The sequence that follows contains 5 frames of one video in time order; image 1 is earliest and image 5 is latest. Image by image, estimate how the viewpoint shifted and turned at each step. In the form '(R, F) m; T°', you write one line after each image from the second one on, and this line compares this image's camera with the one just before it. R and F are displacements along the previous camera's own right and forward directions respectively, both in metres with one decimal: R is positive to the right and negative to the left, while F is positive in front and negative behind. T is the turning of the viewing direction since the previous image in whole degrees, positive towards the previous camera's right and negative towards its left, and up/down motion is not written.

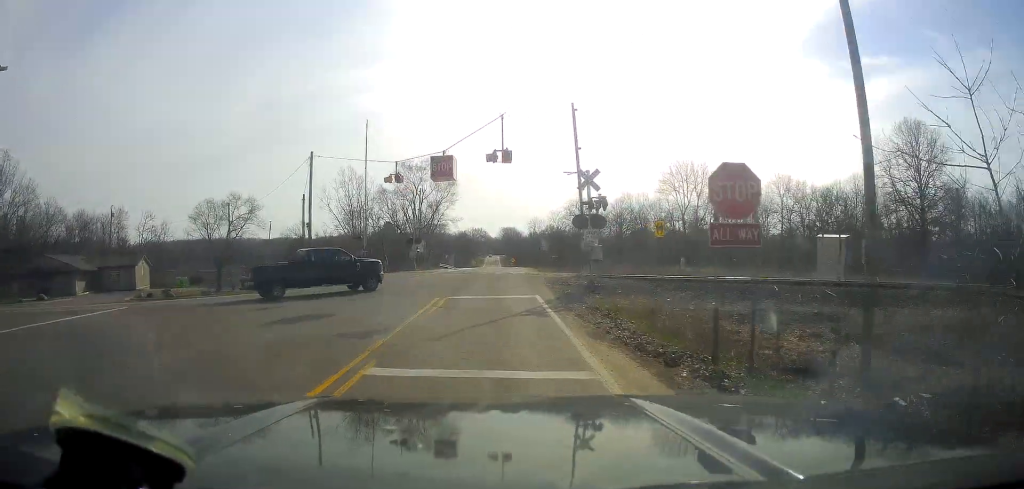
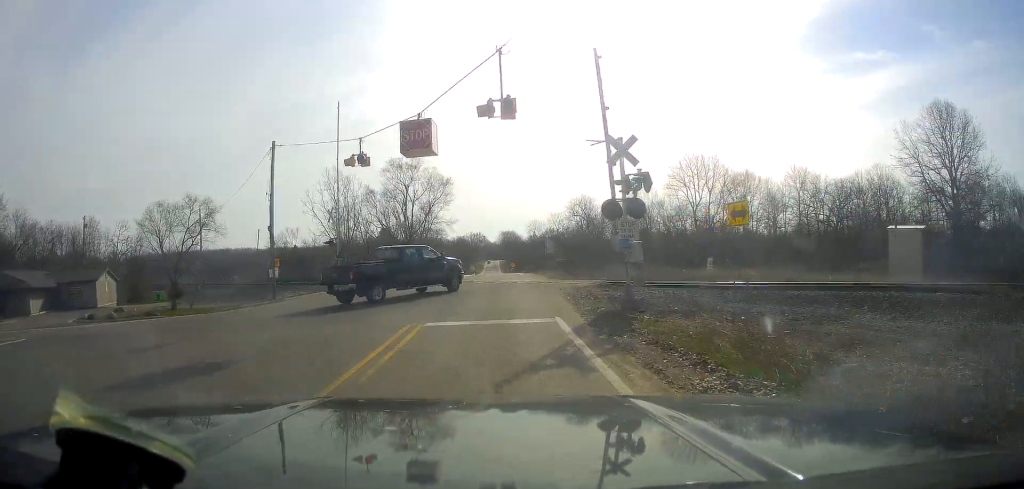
(+0.1, +7.3) m; -1°
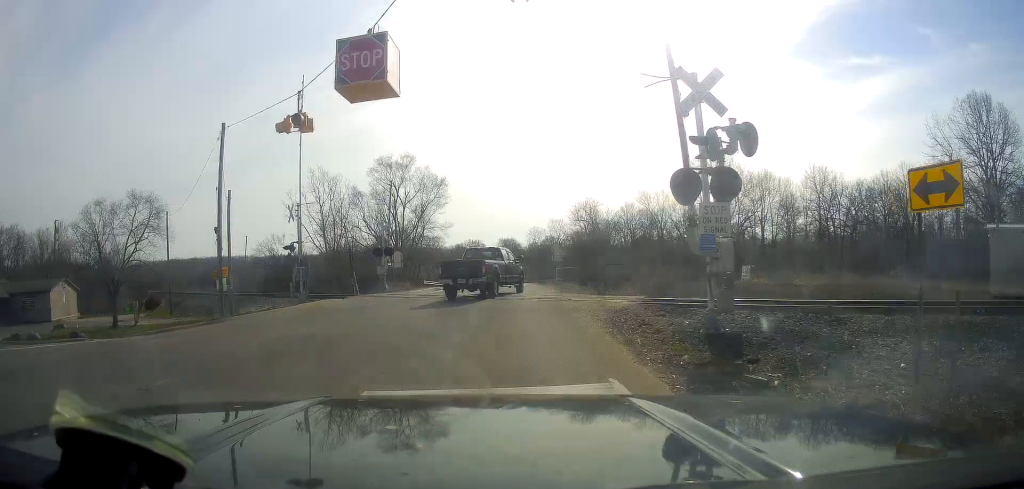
(-0.3, +7.2) m; -3°
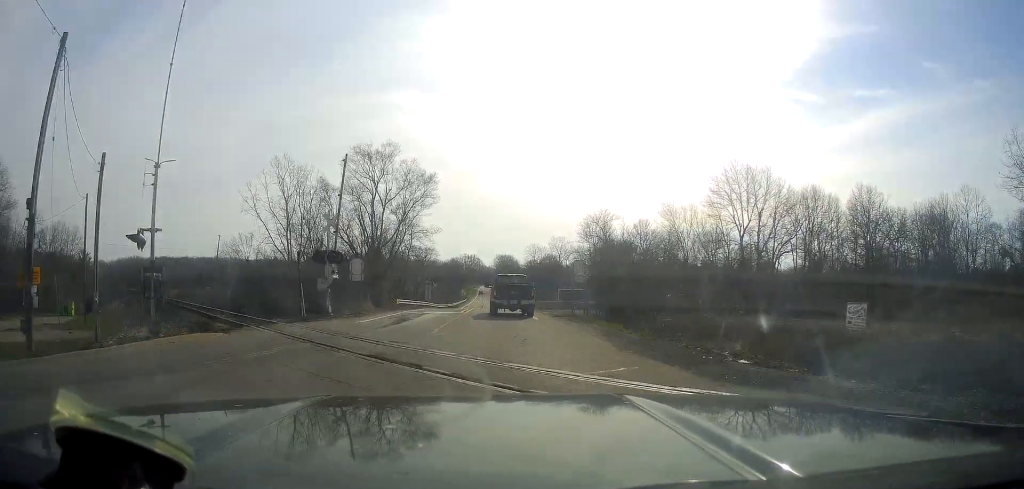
(-0.6, +12.3) m; -4°
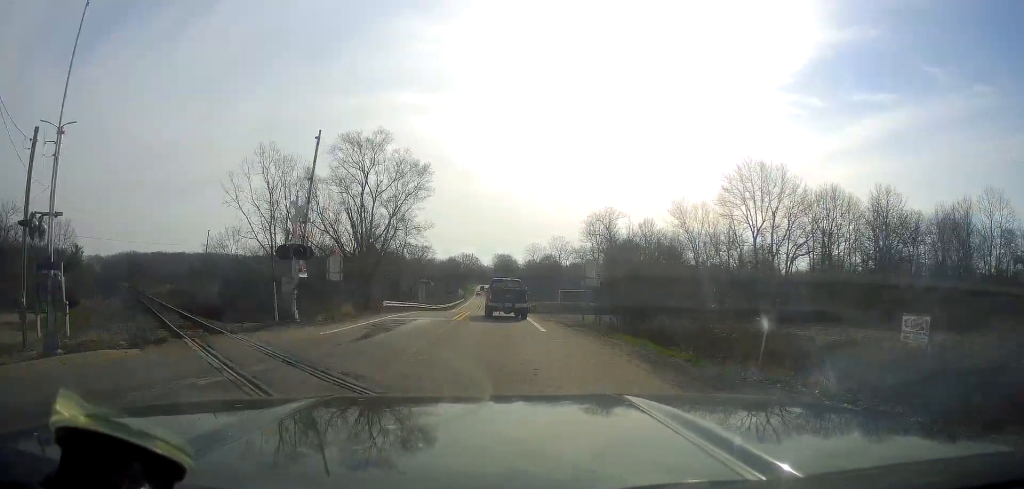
(-0.2, +4.3) m; 0°
